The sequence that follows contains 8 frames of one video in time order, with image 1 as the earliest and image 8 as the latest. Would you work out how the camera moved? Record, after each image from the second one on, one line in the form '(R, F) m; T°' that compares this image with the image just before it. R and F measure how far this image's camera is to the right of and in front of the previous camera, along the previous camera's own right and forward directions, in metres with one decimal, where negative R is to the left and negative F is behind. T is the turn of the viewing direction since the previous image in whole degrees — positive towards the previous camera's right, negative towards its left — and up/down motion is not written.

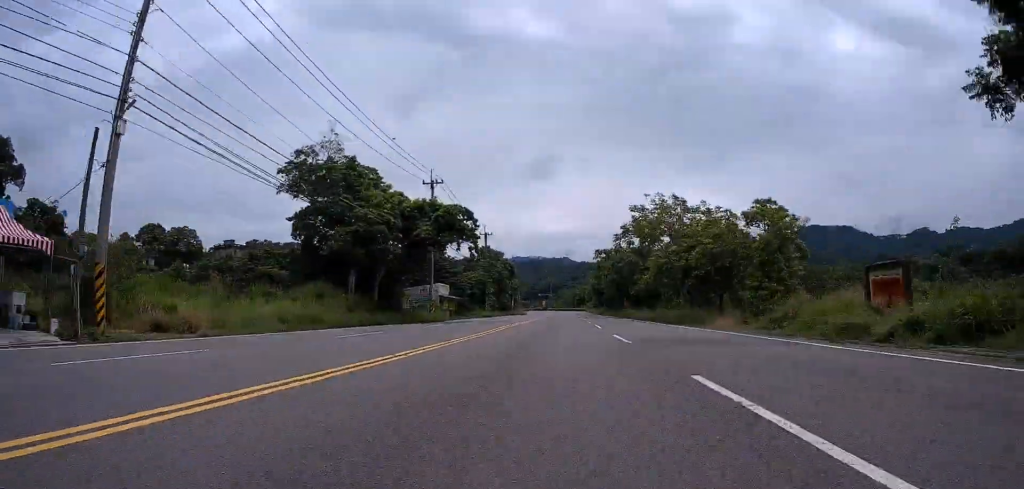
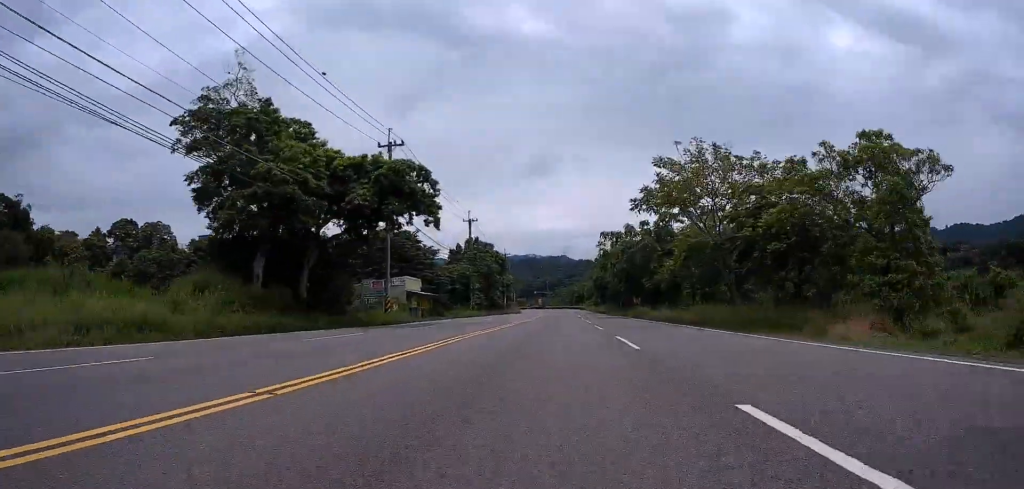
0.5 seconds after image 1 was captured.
(0.0, +11.9) m; 0°
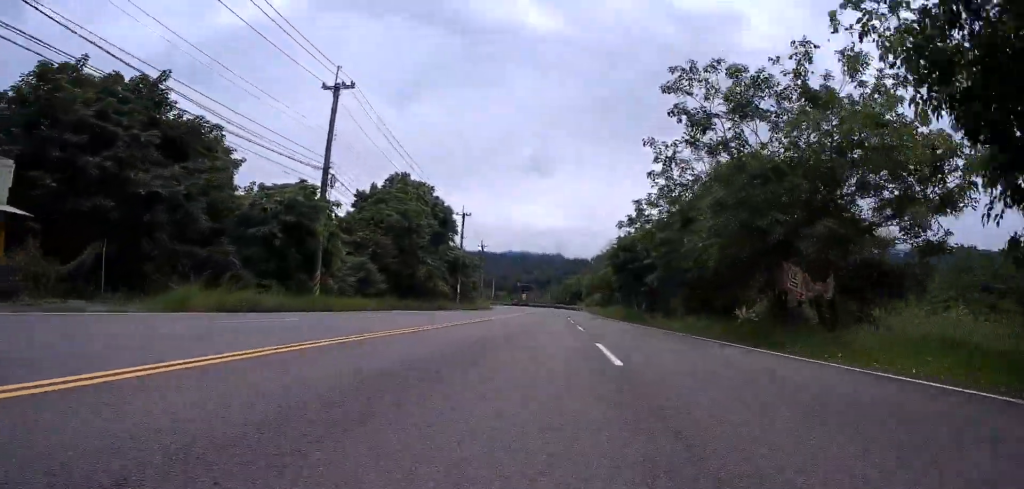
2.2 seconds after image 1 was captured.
(0.0, +42.9) m; 0°
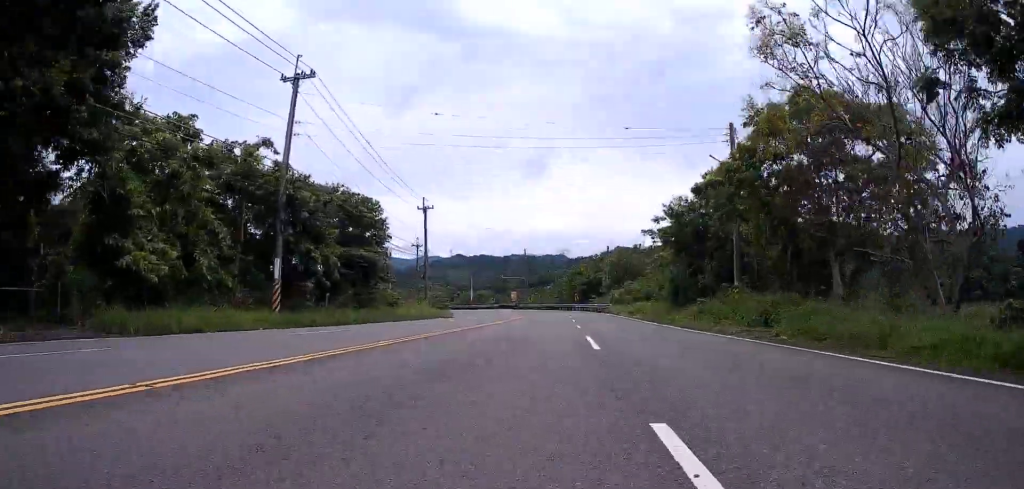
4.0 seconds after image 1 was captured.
(+0.8, +45.0) m; 0°
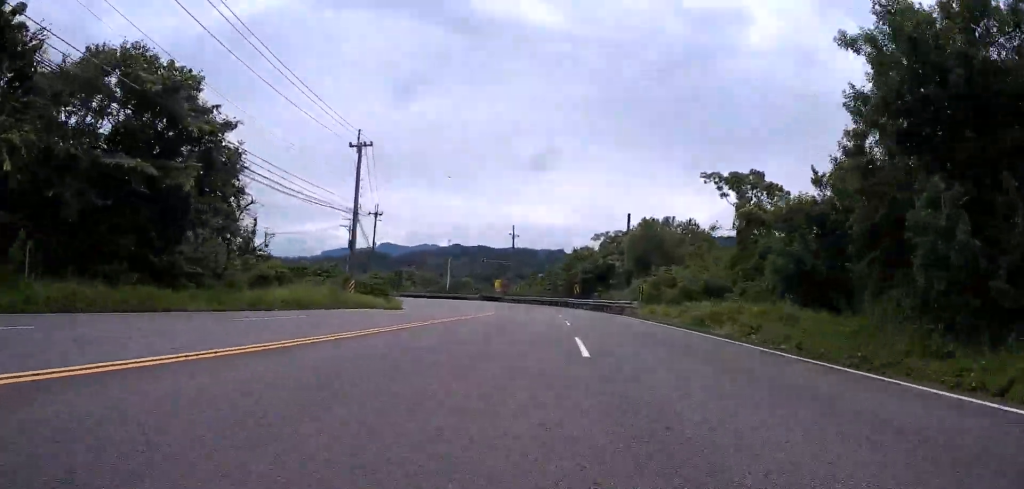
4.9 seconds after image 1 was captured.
(+0.3, +19.9) m; -9°
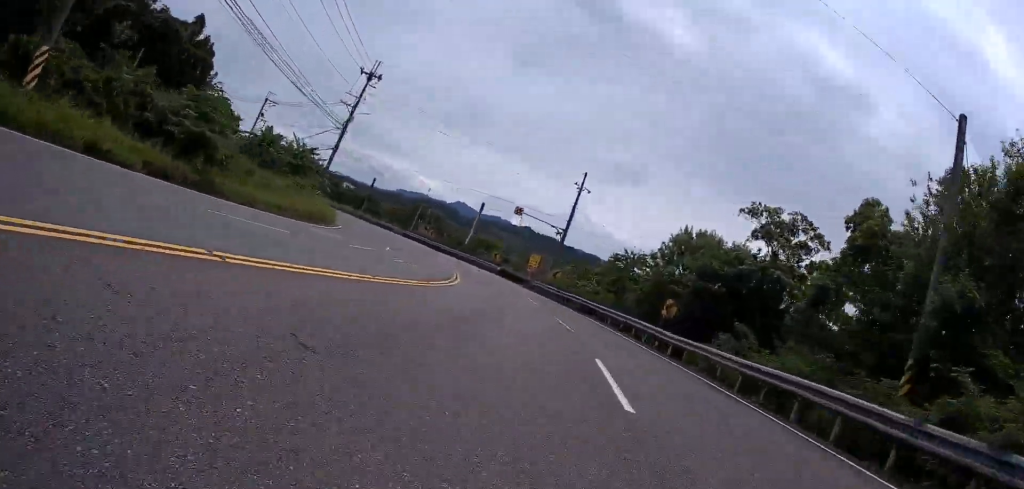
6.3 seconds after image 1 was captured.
(-5.9, +29.1) m; -12°
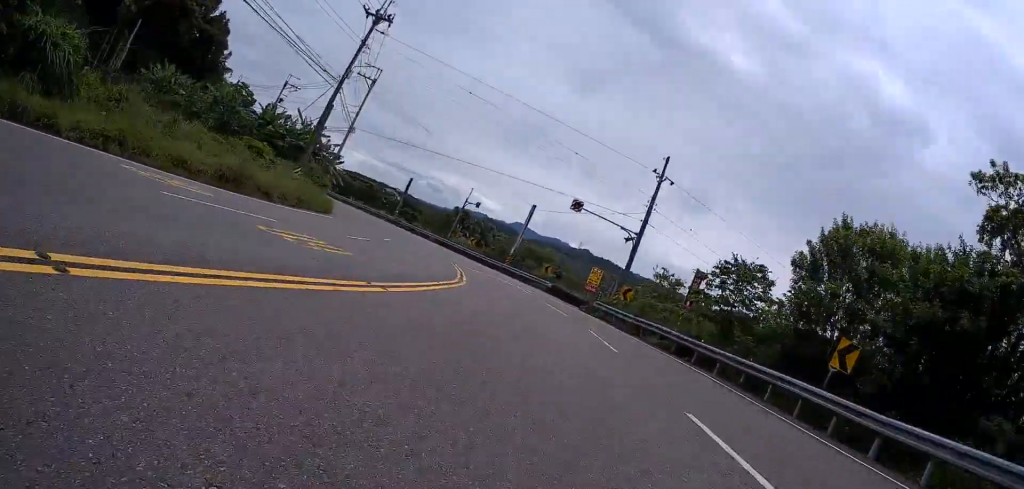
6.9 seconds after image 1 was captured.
(-0.1, +12.0) m; -1°
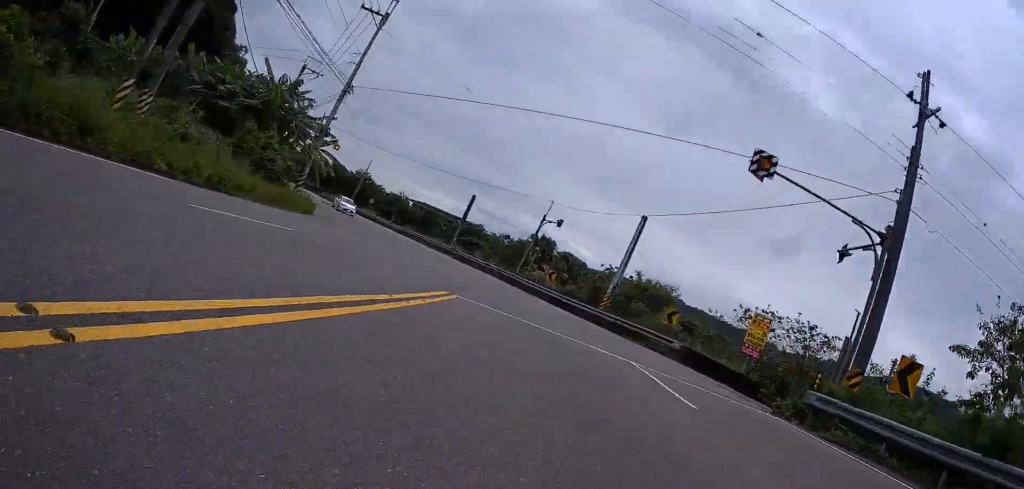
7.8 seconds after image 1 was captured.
(0.0, +19.8) m; 0°
